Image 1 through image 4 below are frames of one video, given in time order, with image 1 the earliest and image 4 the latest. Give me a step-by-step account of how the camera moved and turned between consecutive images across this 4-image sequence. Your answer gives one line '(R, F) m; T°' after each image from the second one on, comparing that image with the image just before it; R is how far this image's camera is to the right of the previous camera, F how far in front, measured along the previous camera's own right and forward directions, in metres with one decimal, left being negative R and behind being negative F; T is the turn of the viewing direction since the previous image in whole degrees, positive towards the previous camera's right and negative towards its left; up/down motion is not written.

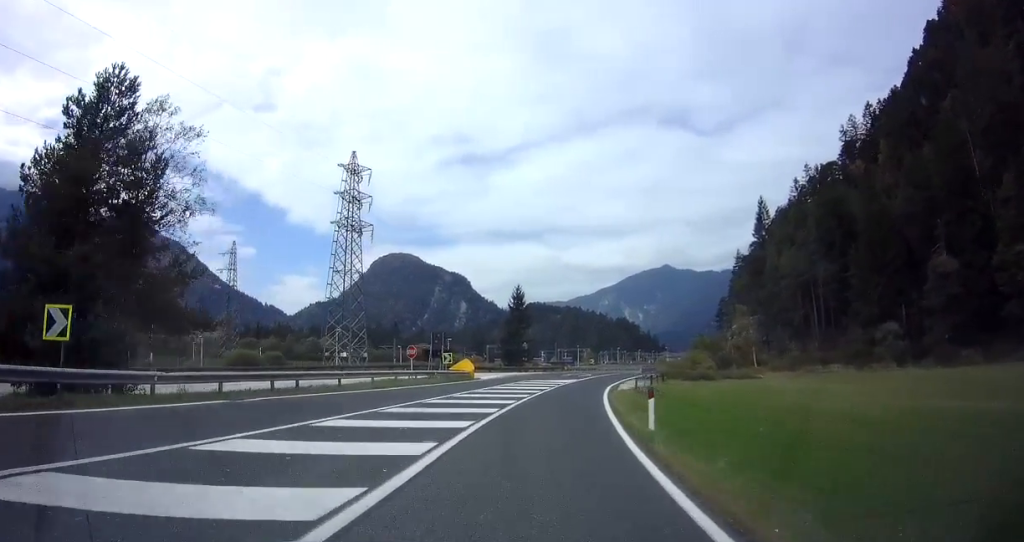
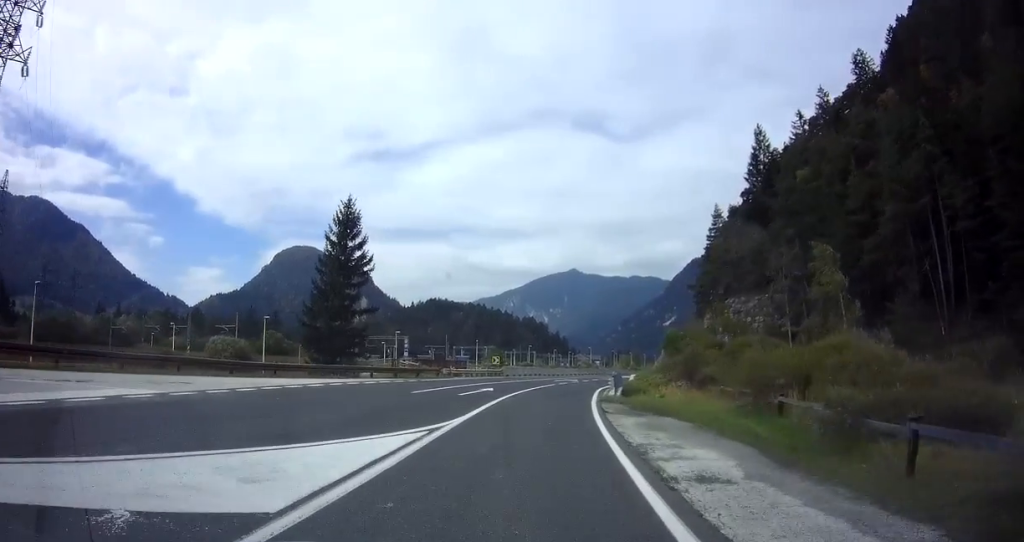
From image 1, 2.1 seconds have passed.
(+4.2, +40.3) m; +8°
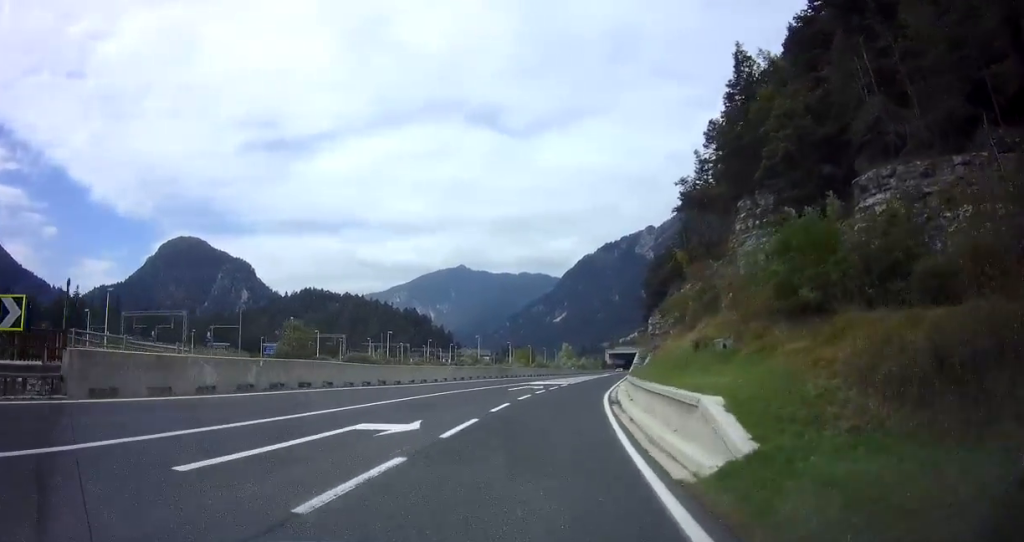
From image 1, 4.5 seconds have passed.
(+3.8, +45.9) m; +12°
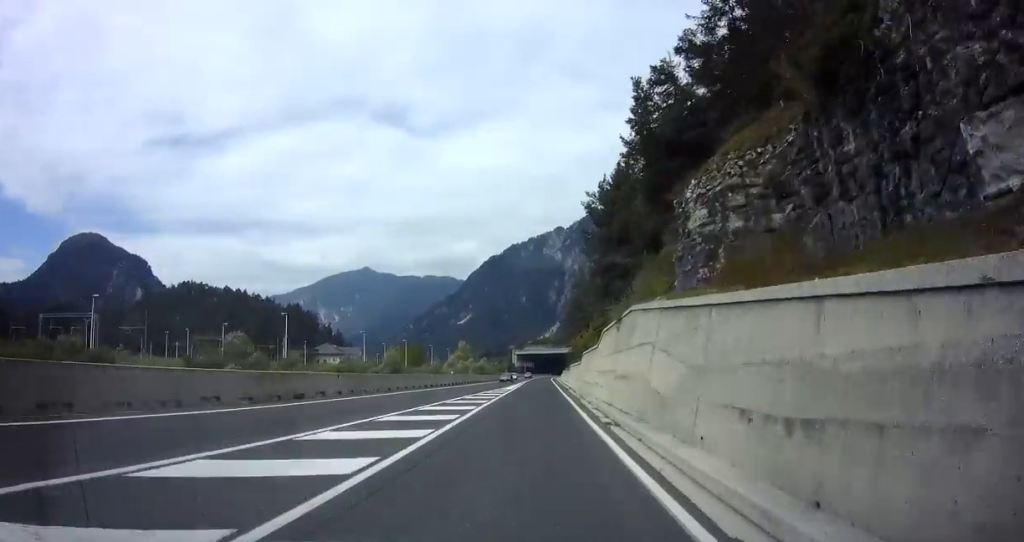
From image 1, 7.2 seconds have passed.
(+4.8, +52.1) m; +8°
